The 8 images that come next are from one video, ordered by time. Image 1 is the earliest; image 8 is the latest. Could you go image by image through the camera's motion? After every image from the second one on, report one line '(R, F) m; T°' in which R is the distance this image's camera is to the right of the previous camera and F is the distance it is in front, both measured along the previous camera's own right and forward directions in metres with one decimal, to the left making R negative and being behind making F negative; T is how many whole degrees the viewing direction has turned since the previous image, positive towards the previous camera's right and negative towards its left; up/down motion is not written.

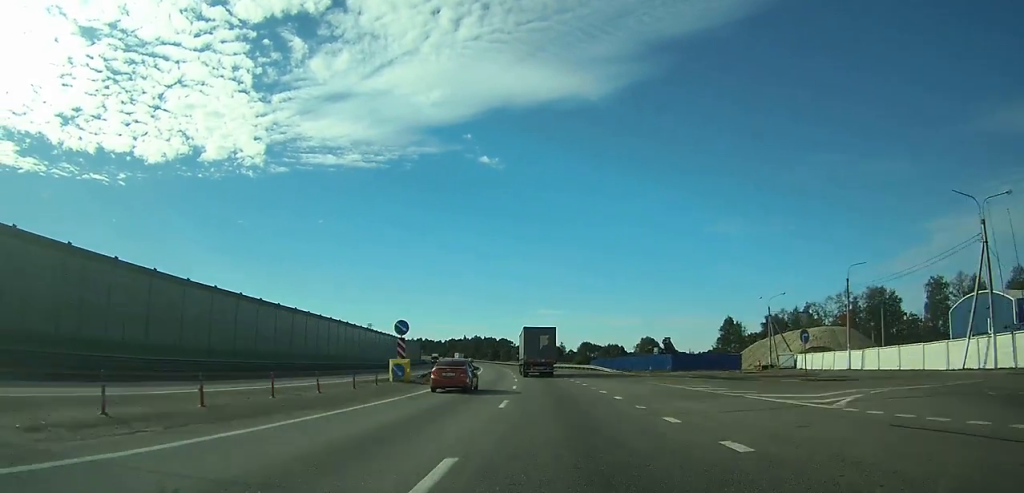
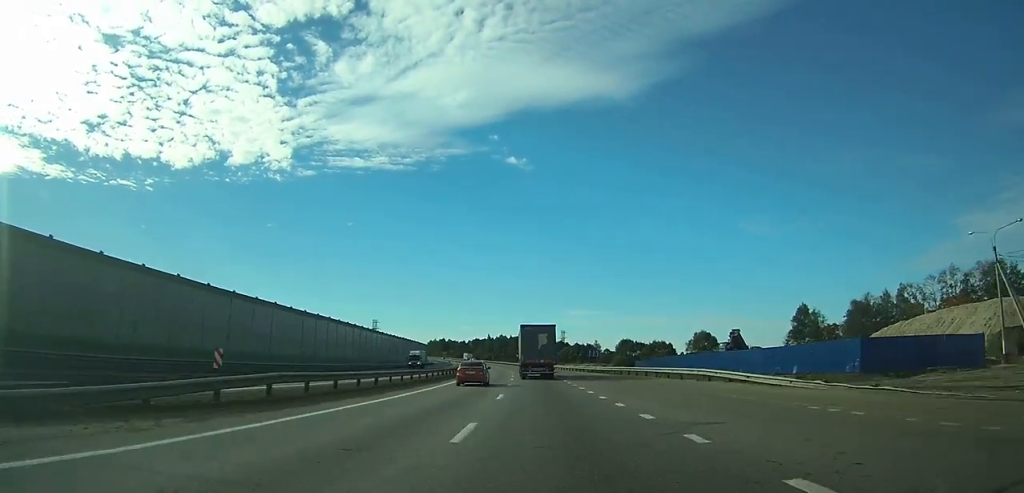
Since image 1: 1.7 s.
(-0.7, +42.7) m; -2°
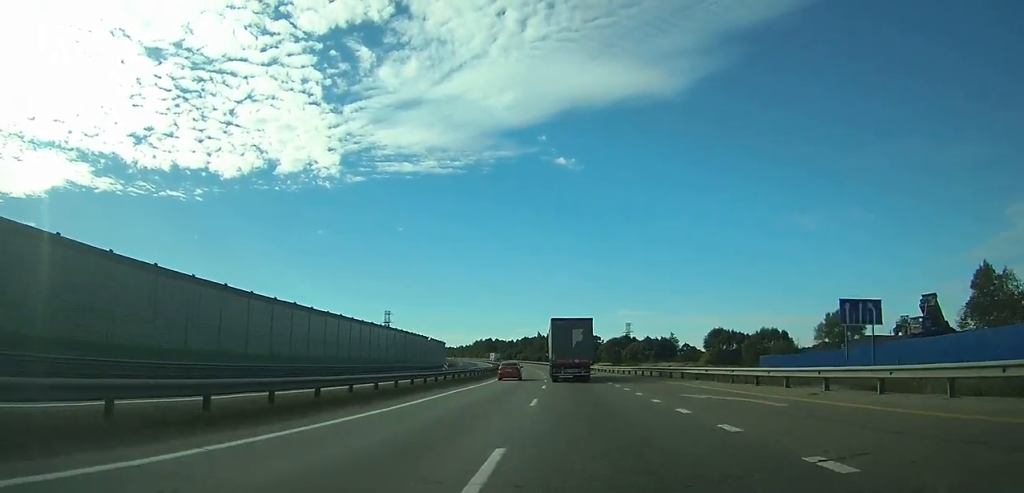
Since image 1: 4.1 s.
(-2.2, +64.7) m; -4°
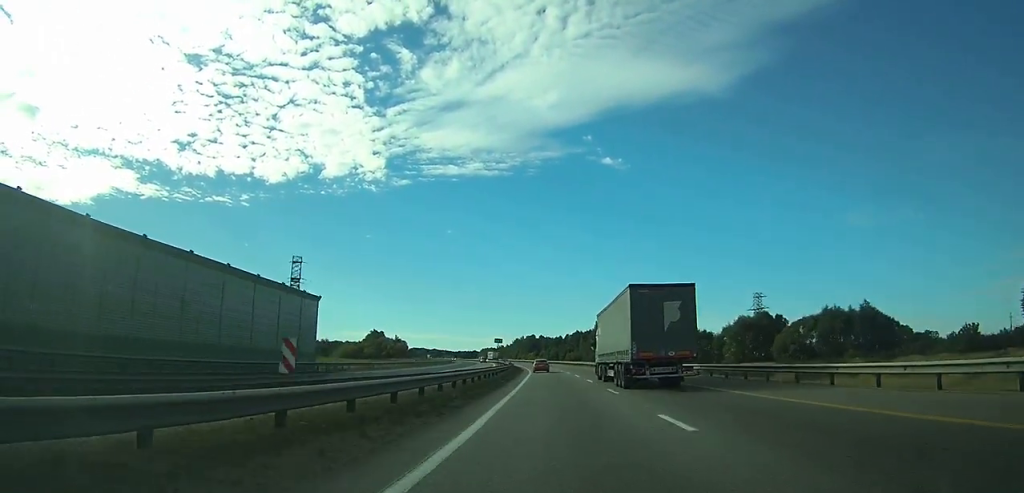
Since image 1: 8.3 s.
(-7.0, +112.0) m; -6°
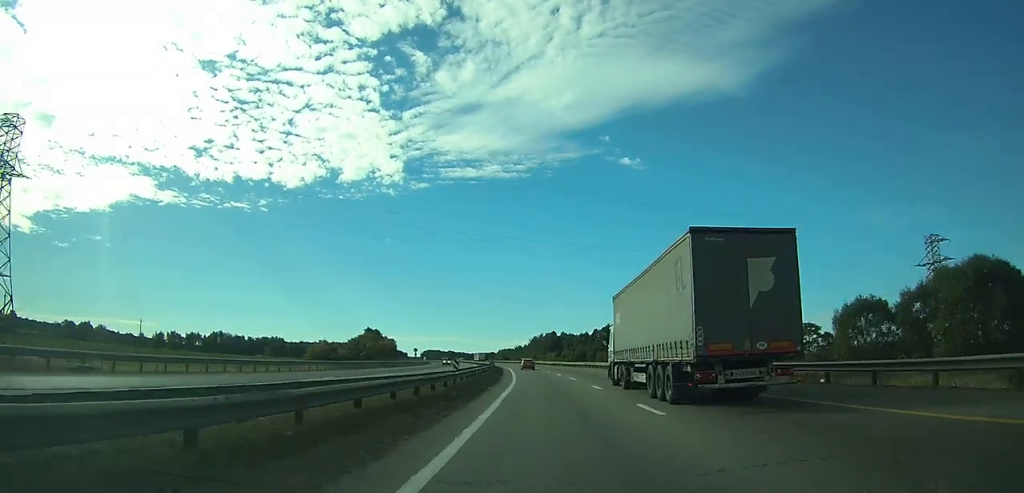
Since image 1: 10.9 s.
(-1.4, +65.6) m; -2°
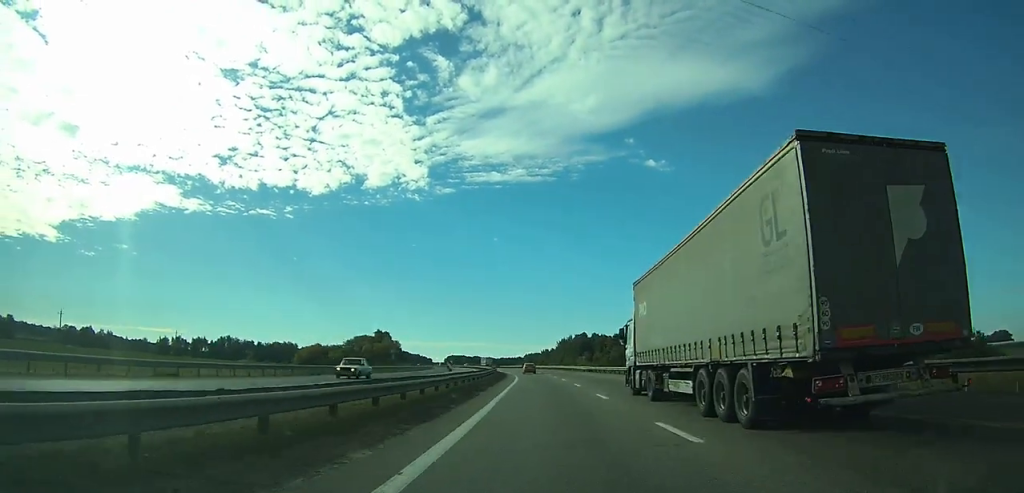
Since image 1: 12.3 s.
(-0.4, +41.4) m; -2°
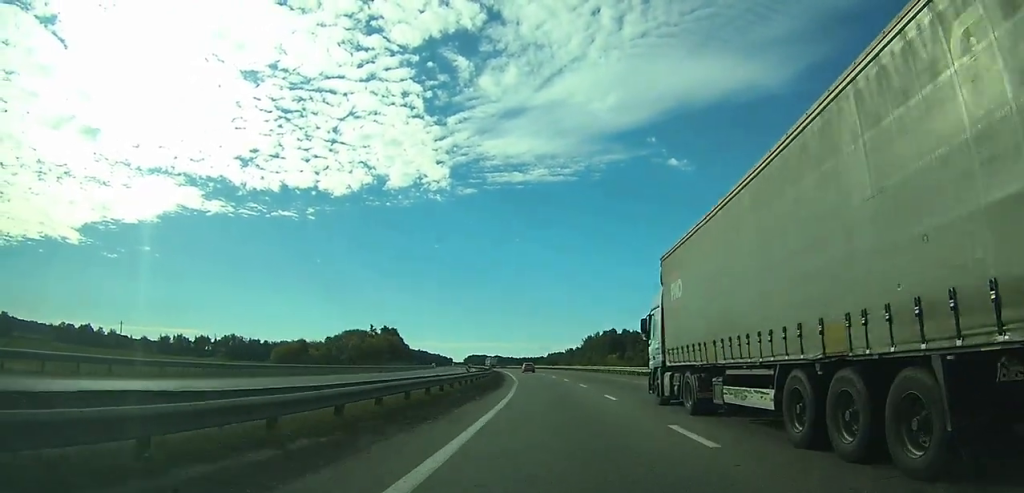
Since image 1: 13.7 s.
(-0.8, +37.9) m; -2°
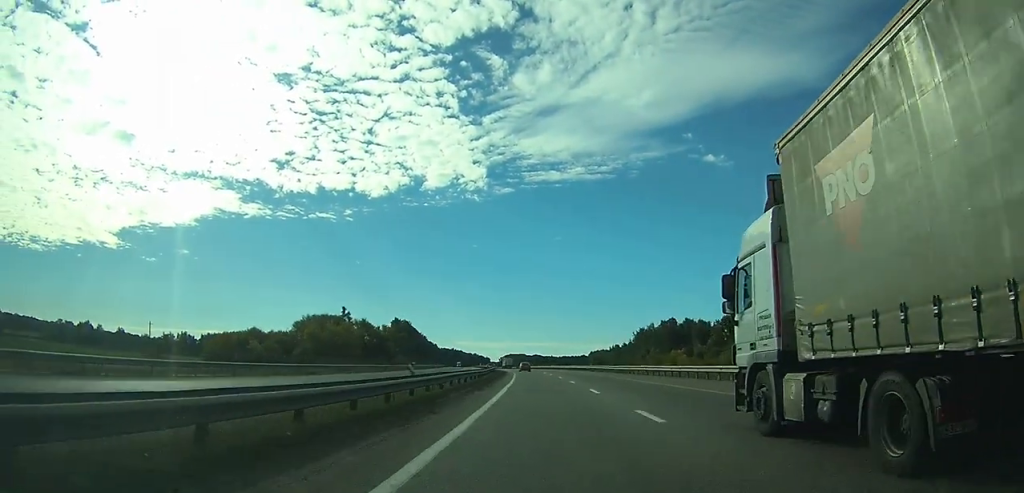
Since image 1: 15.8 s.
(-2.0, +58.4) m; -4°
